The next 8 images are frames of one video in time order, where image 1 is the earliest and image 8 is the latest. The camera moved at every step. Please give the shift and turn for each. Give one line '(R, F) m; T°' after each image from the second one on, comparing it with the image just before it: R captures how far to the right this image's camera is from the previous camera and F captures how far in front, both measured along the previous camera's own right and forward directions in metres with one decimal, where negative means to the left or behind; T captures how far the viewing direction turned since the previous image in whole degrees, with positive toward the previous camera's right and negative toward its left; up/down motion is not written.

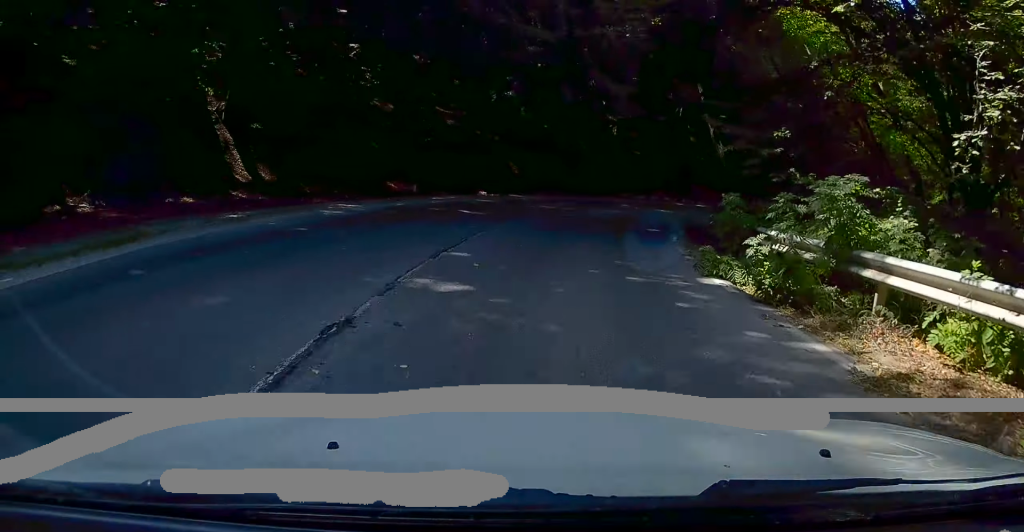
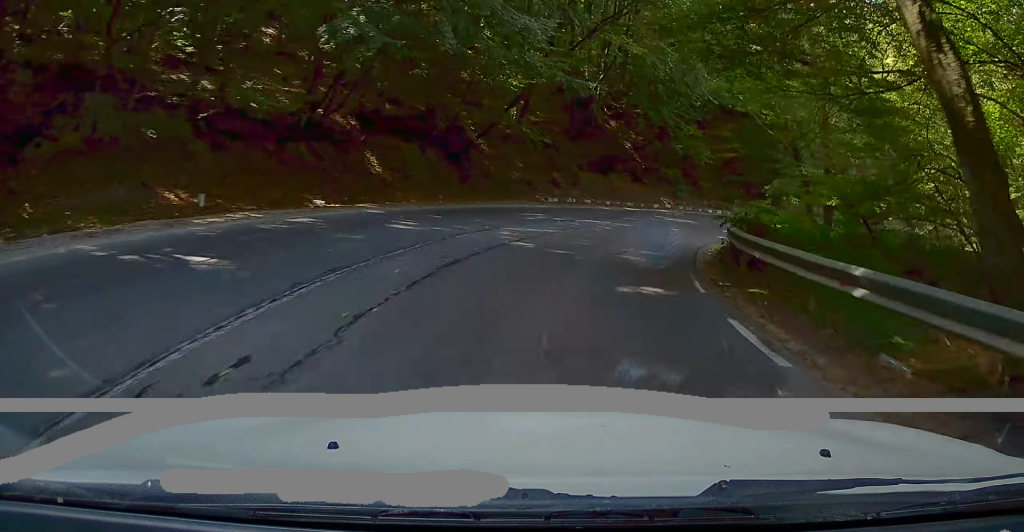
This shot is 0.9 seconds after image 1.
(+0.8, +13.1) m; +10°
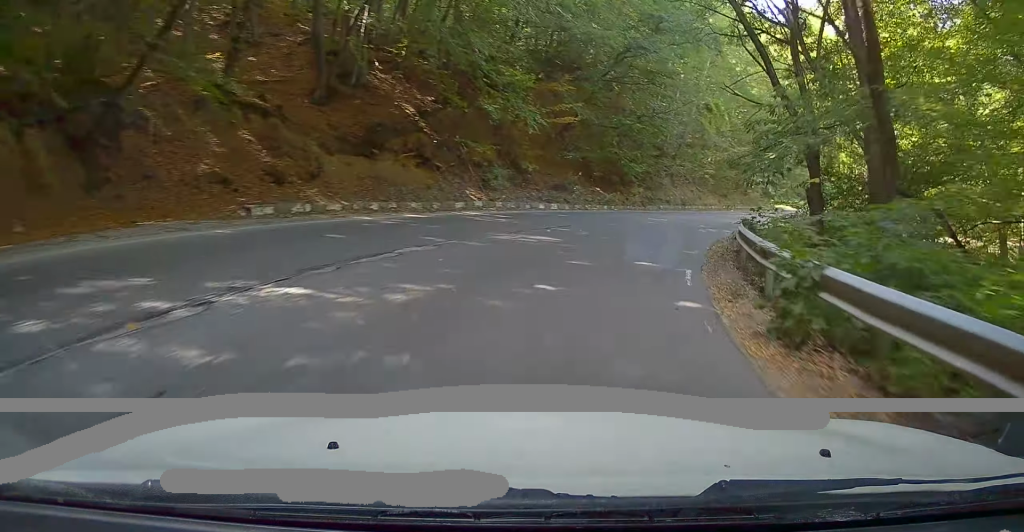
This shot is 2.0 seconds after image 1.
(+2.2, +15.9) m; +17°
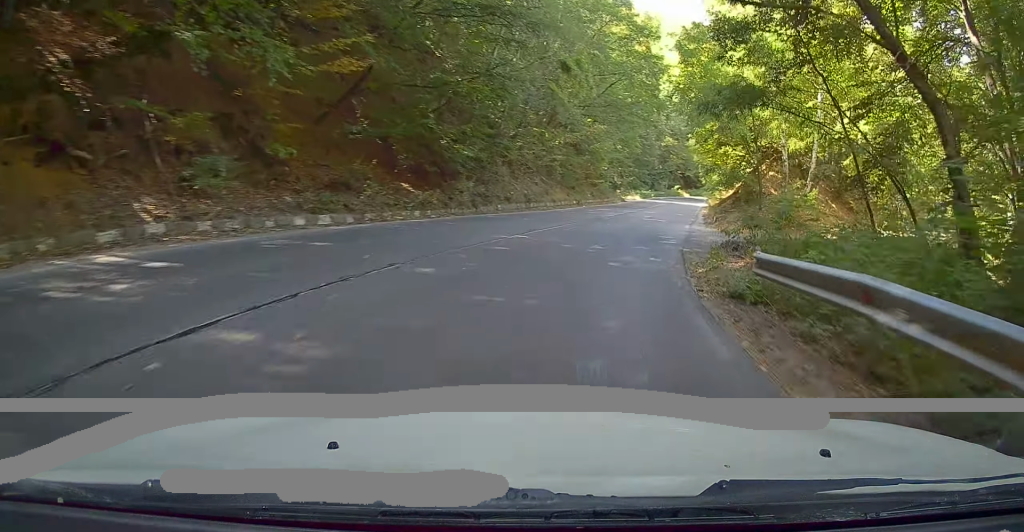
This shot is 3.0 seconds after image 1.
(+1.5, +12.0) m; +14°
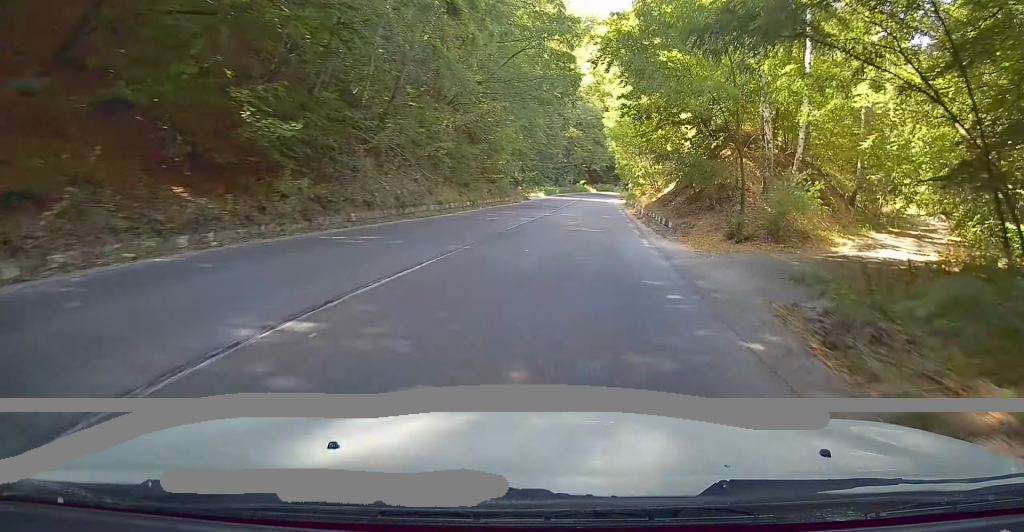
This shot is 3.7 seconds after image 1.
(+0.7, +9.6) m; +9°
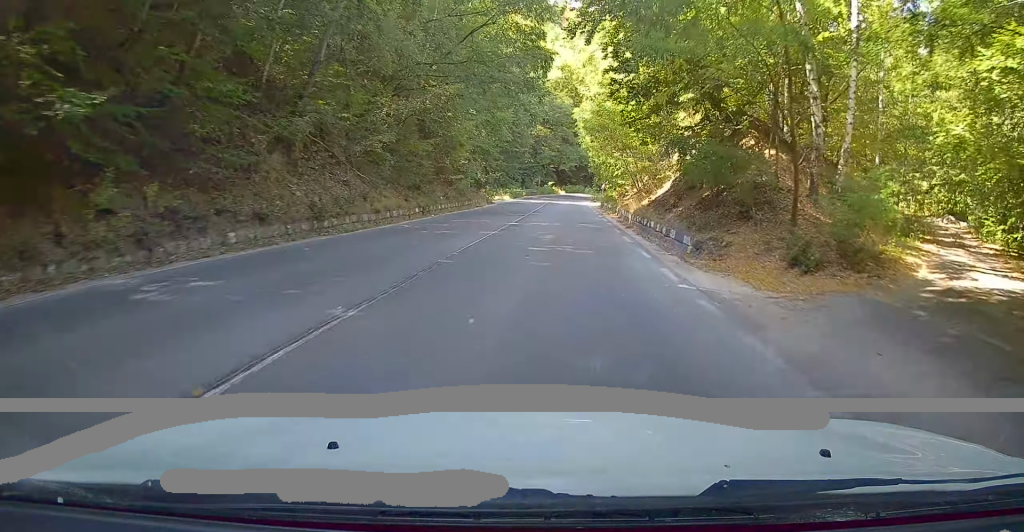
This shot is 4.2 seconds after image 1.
(+0.5, +6.3) m; +5°
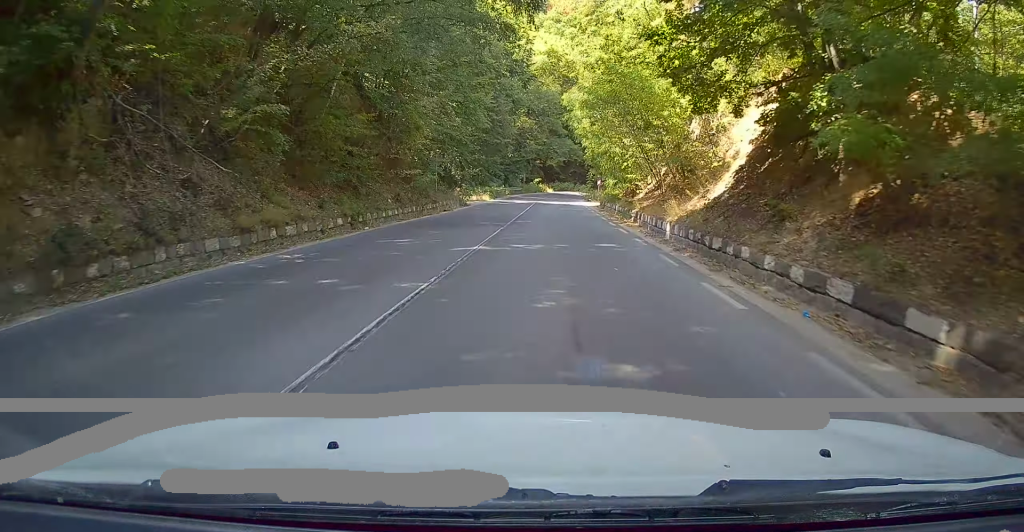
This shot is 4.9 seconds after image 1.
(+0.7, +10.1) m; +5°
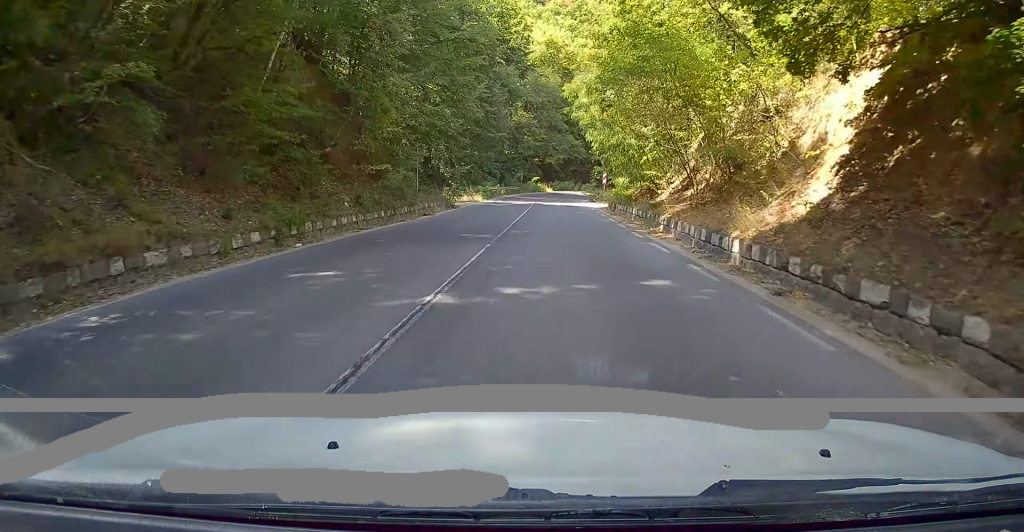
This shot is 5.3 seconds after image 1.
(+0.4, +6.1) m; +1°
